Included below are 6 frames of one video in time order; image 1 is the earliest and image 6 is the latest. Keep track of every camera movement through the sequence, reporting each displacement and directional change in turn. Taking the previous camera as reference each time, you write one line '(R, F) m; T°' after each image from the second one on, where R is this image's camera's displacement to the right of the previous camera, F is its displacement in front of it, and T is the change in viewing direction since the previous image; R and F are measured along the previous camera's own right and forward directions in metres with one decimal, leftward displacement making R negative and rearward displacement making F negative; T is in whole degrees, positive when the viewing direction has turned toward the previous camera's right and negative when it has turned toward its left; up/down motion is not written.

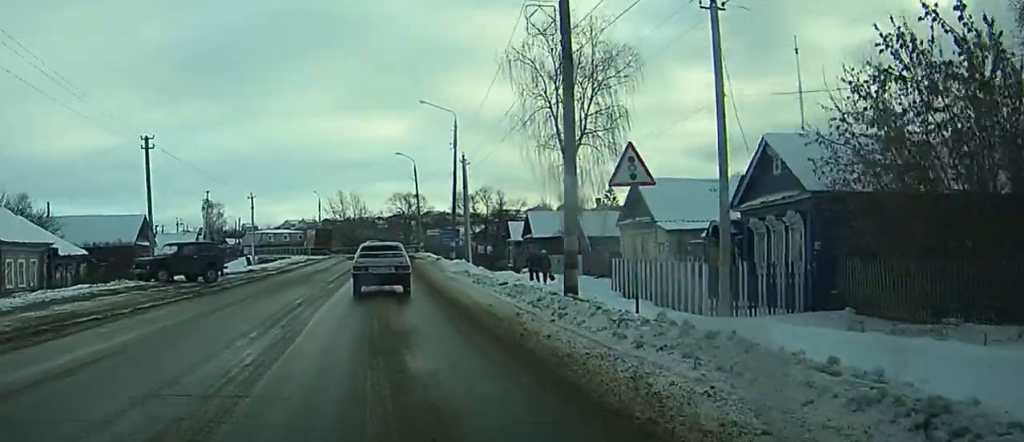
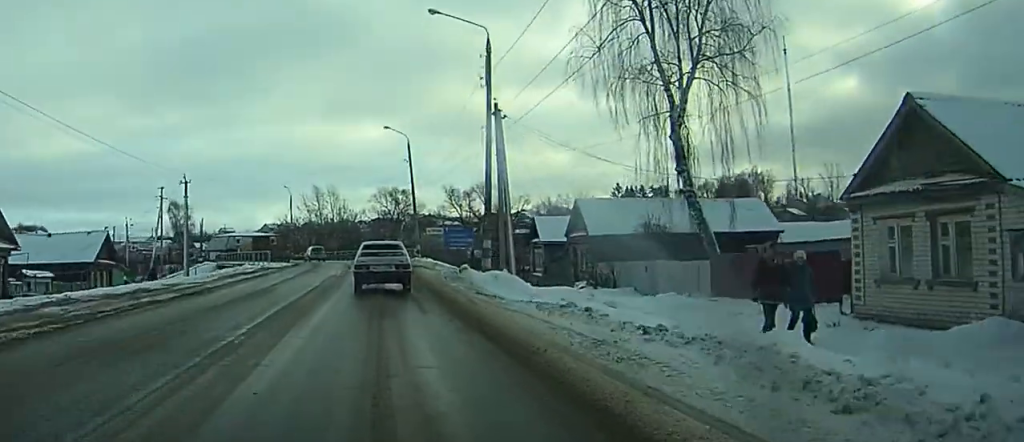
(0.0, +22.7) m; 0°
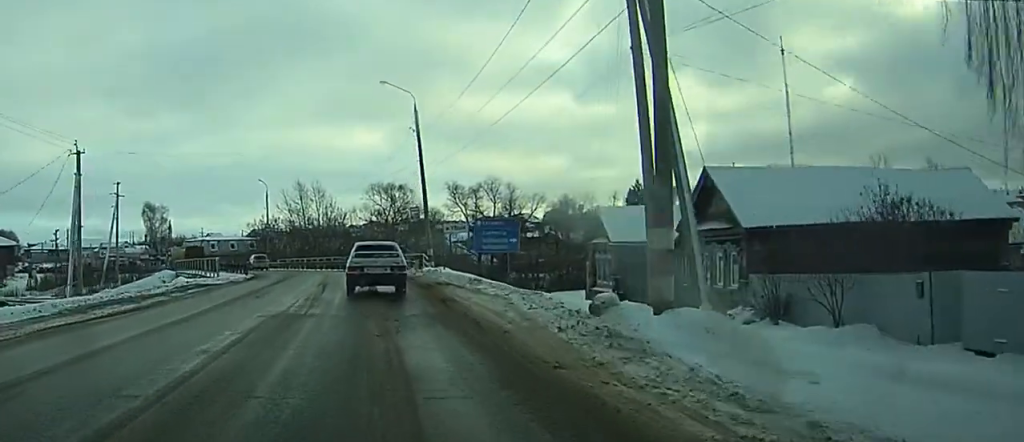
(+0.1, +20.5) m; +1°
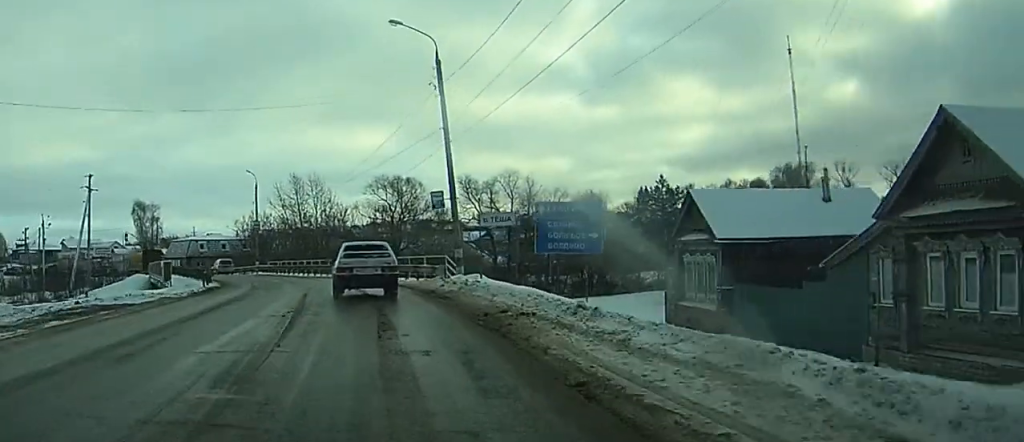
(0.0, +13.2) m; -1°
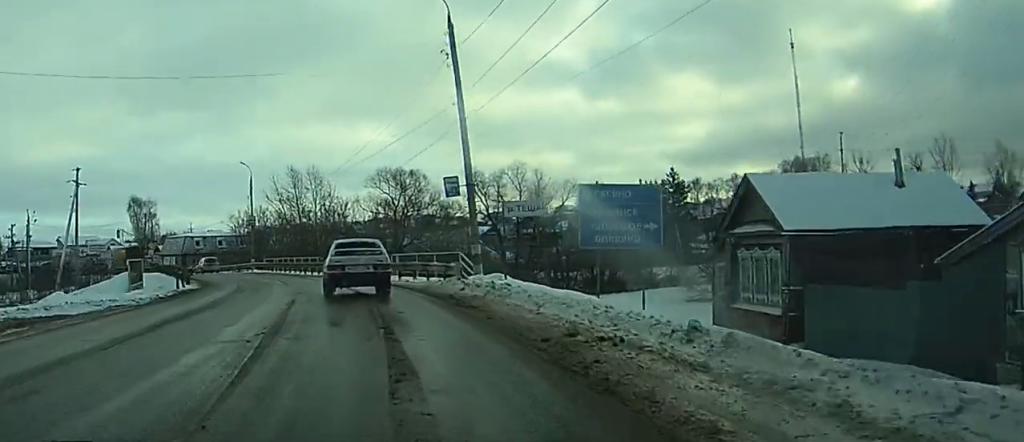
(0.0, +5.2) m; -1°
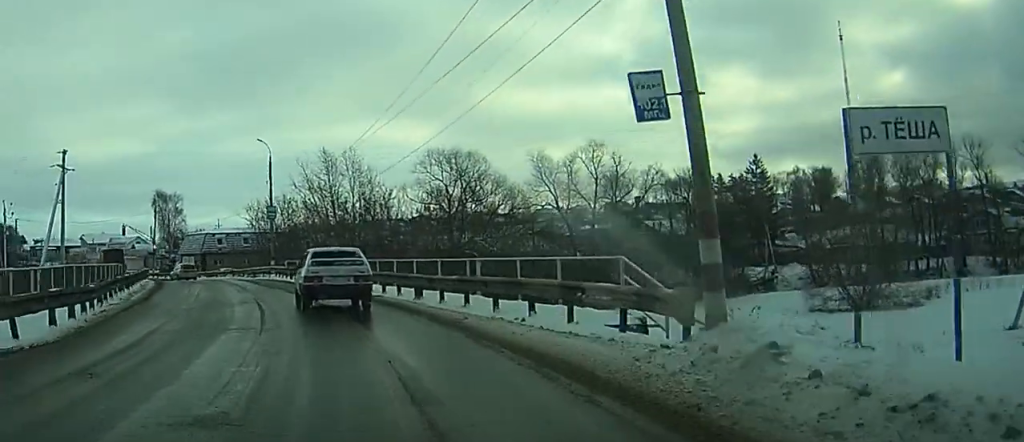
(-0.5, +18.4) m; -2°
